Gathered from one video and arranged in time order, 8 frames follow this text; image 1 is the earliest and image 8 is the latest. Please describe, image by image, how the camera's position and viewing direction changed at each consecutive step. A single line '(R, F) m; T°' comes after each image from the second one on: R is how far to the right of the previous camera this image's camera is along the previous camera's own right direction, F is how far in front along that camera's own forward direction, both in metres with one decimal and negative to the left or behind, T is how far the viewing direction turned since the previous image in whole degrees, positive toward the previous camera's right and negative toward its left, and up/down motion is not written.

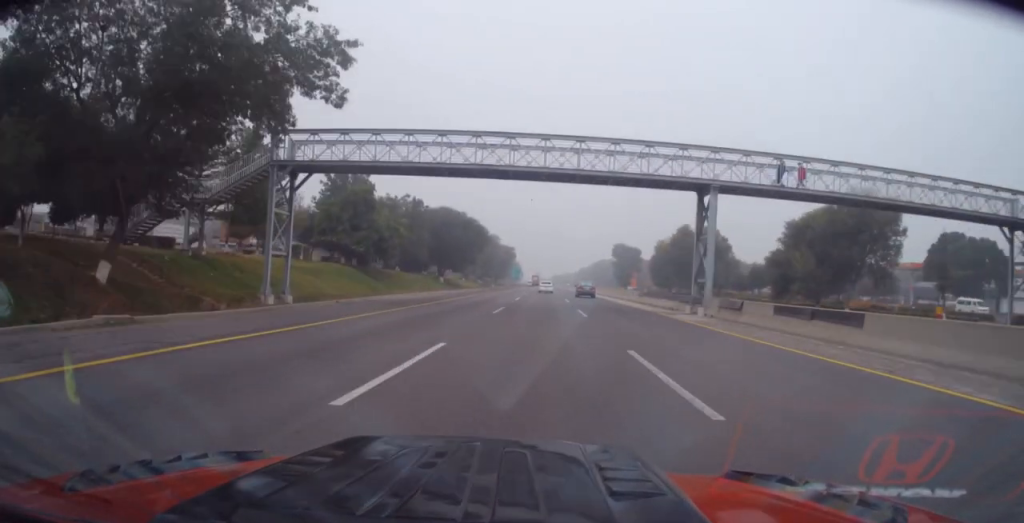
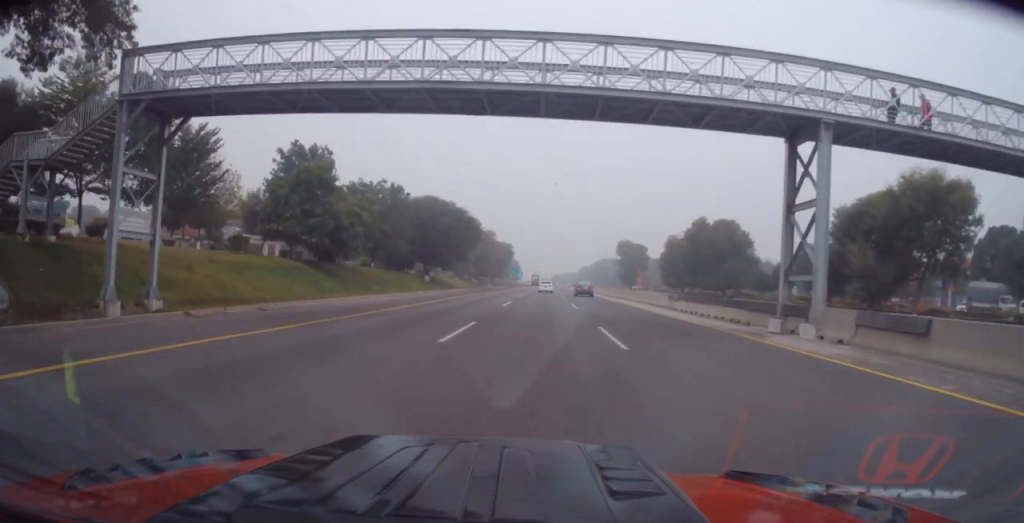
(0.0, +12.0) m; 0°
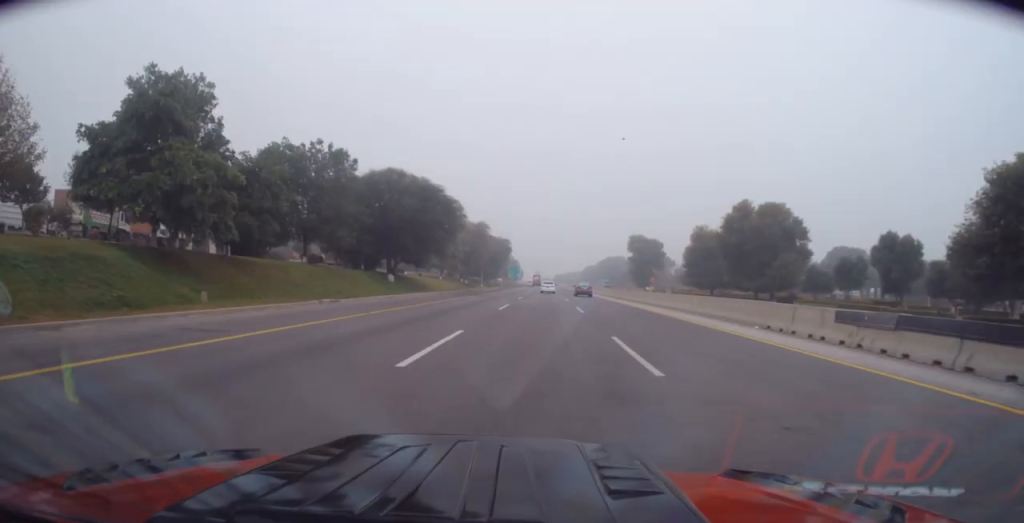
(-0.1, +21.4) m; 0°
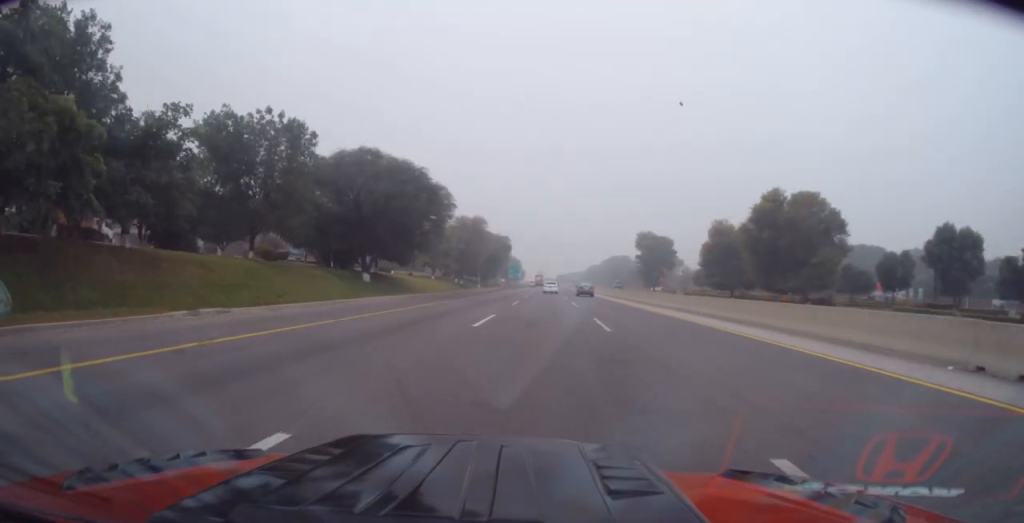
(-0.1, +10.2) m; 0°
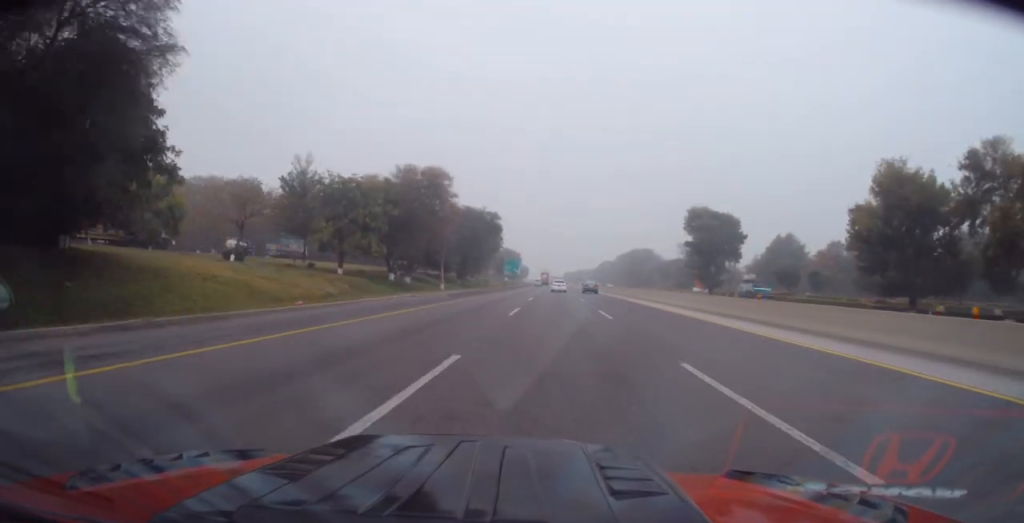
(+0.1, +48.3) m; 0°
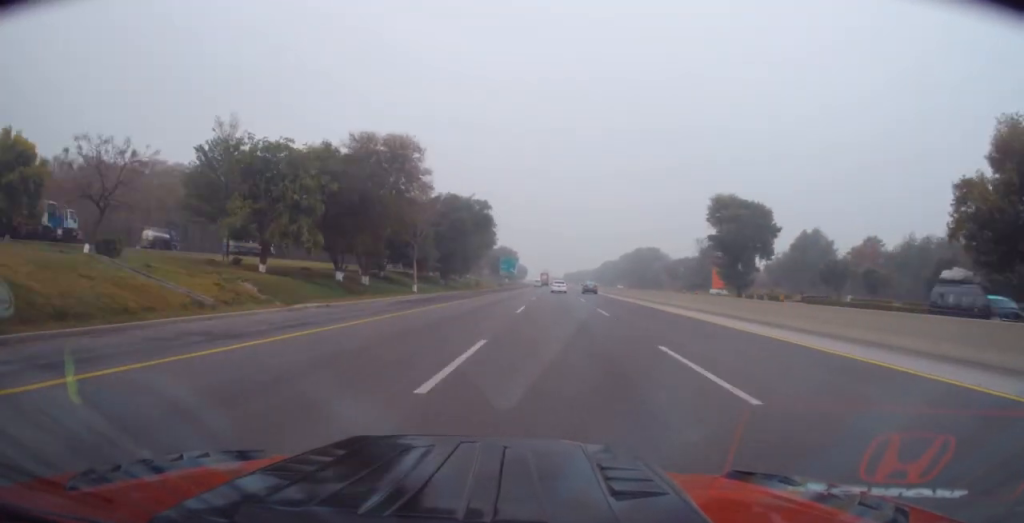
(-0.1, +15.3) m; 0°
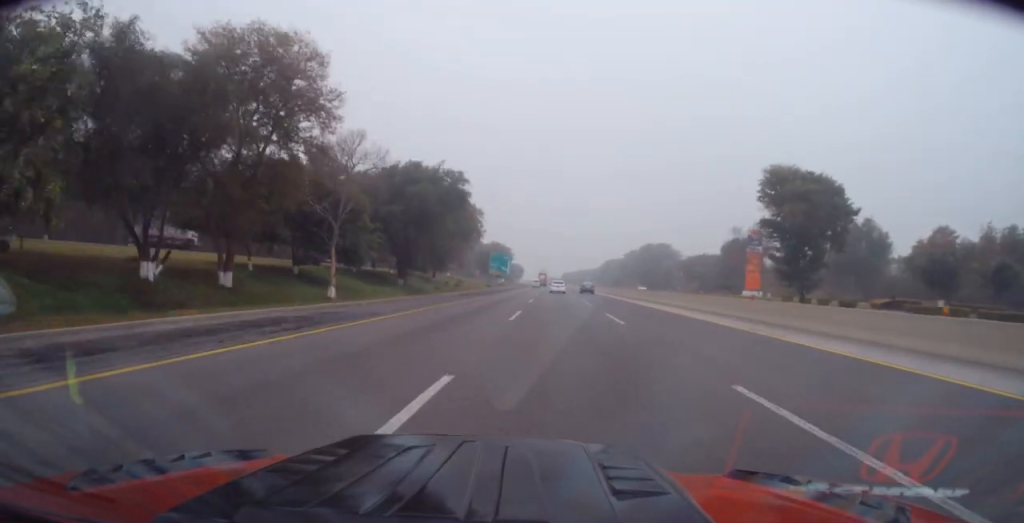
(0.0, +22.8) m; +1°
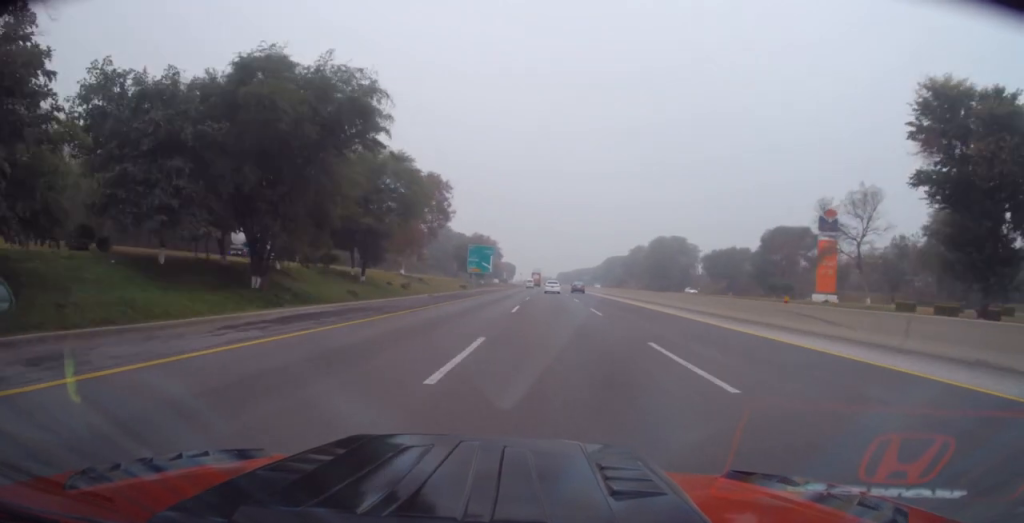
(+0.3, +30.3) m; 0°
